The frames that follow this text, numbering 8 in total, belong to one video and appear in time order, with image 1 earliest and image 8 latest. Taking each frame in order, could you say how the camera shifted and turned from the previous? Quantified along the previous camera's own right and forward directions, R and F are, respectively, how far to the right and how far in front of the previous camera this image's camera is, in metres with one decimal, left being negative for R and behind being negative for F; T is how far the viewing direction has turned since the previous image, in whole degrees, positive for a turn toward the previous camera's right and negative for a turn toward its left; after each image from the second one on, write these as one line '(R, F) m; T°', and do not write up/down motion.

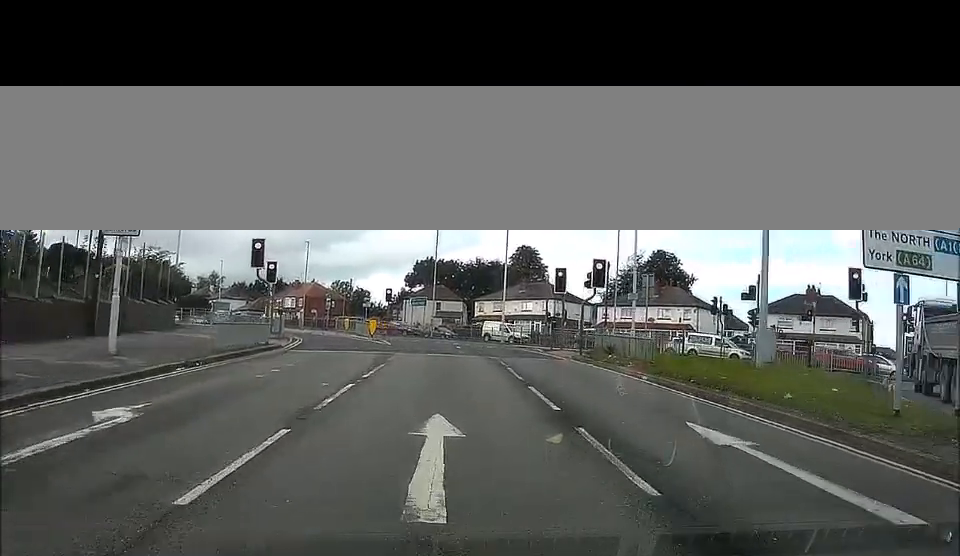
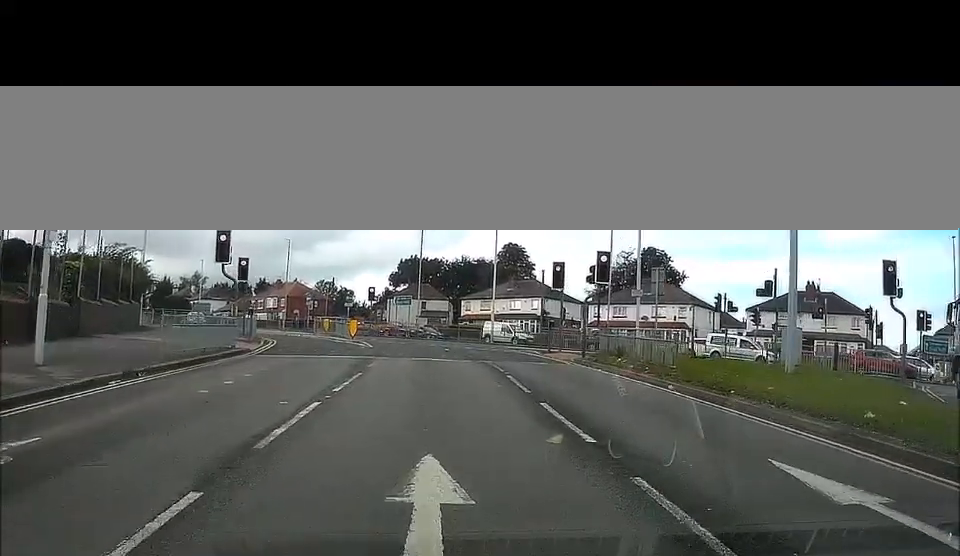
(+0.2, +3.6) m; +1°
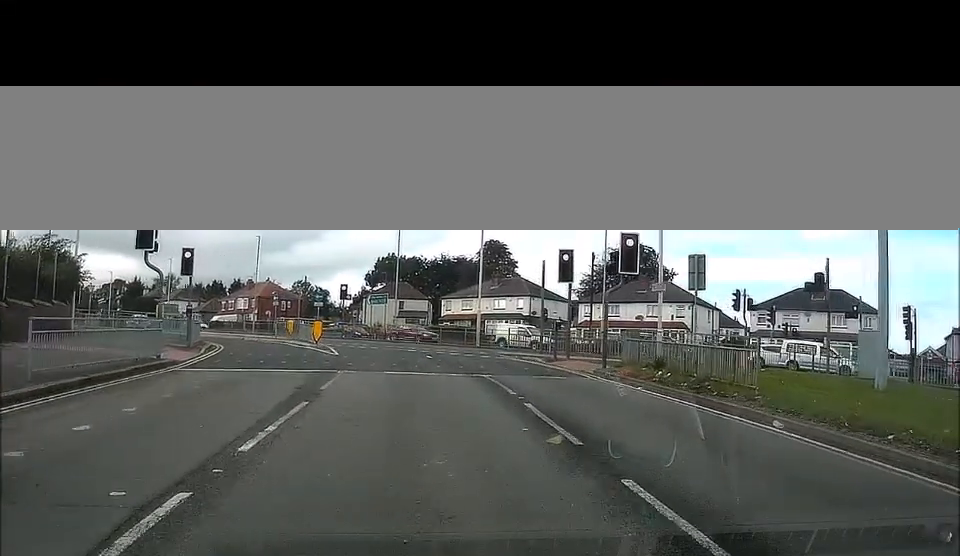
(+0.1, +6.9) m; +1°
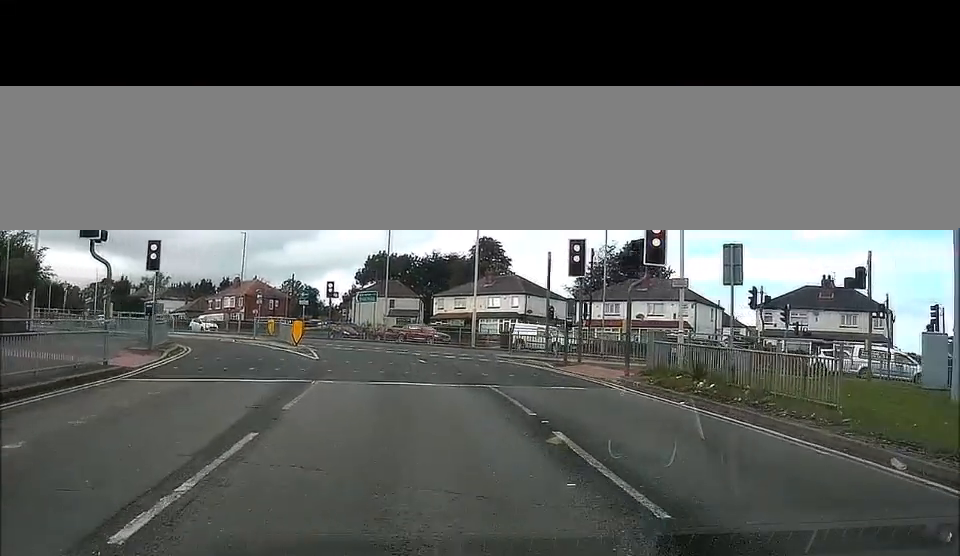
(0.0, +3.9) m; 0°
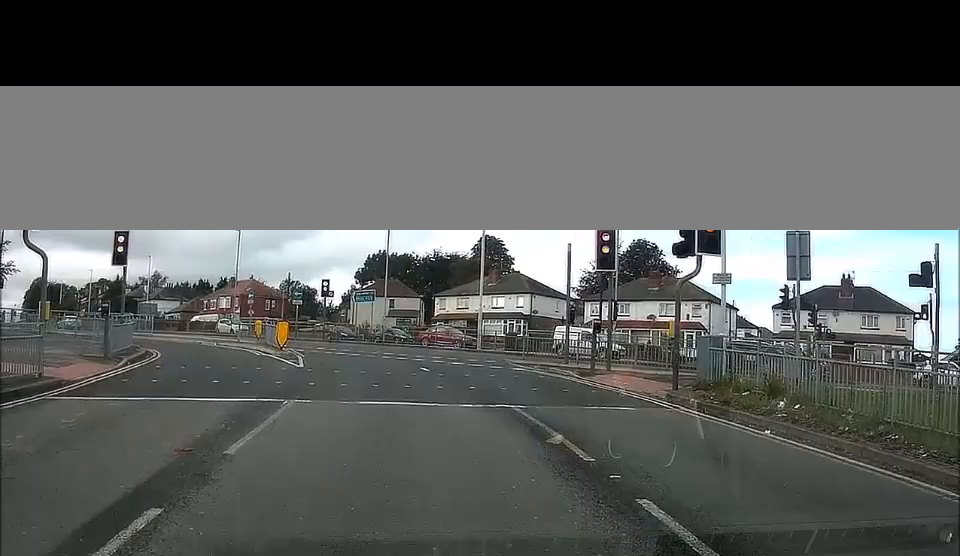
(+0.1, +4.3) m; 0°
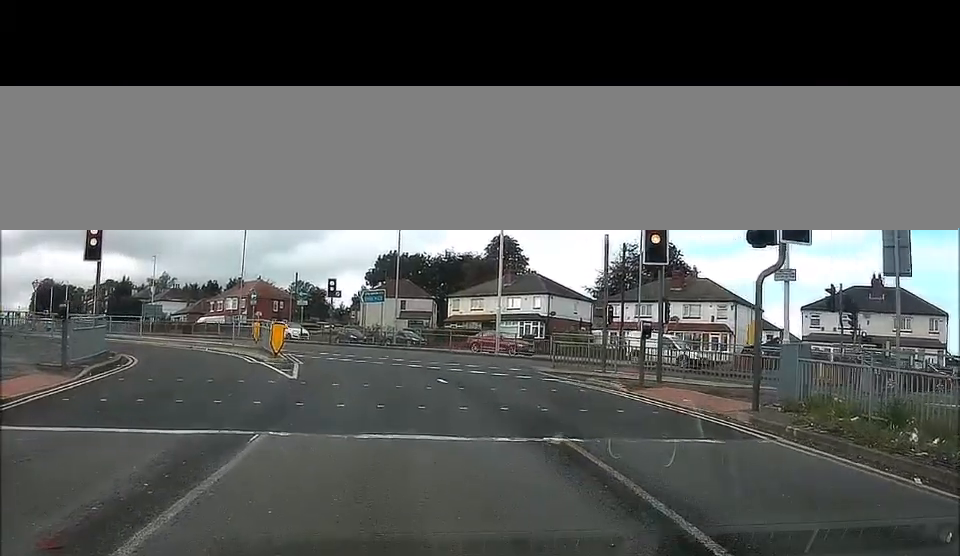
(-0.1, +4.1) m; +1°
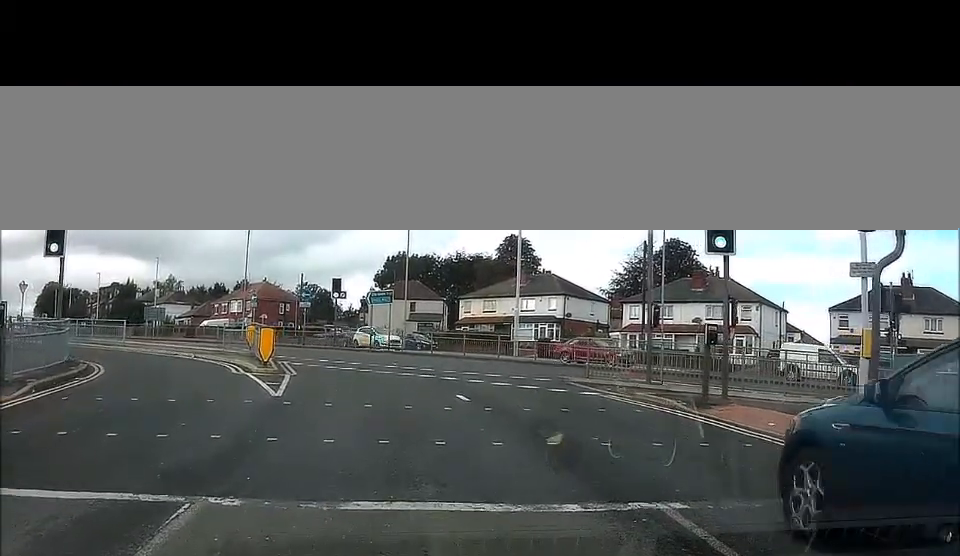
(0.0, +4.5) m; -4°
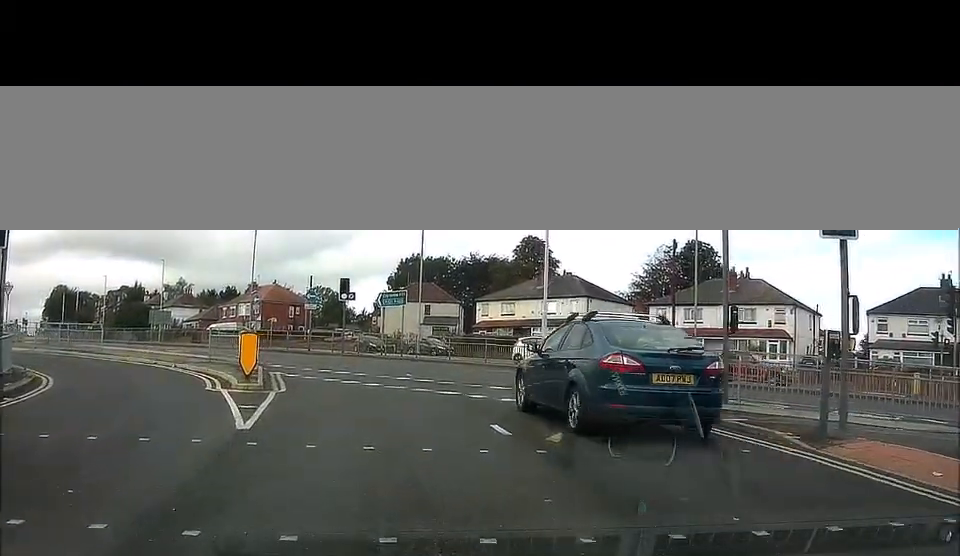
(-0.2, +4.2) m; +2°
